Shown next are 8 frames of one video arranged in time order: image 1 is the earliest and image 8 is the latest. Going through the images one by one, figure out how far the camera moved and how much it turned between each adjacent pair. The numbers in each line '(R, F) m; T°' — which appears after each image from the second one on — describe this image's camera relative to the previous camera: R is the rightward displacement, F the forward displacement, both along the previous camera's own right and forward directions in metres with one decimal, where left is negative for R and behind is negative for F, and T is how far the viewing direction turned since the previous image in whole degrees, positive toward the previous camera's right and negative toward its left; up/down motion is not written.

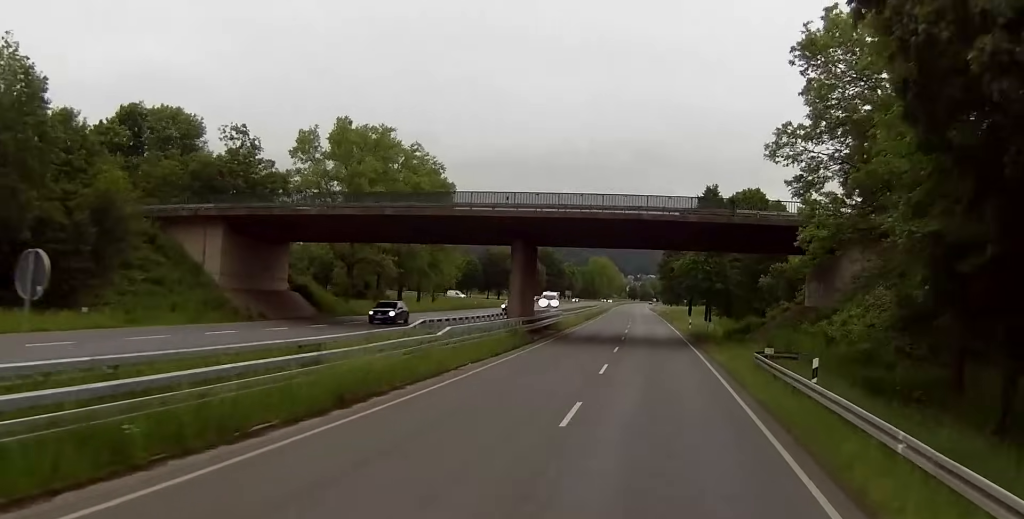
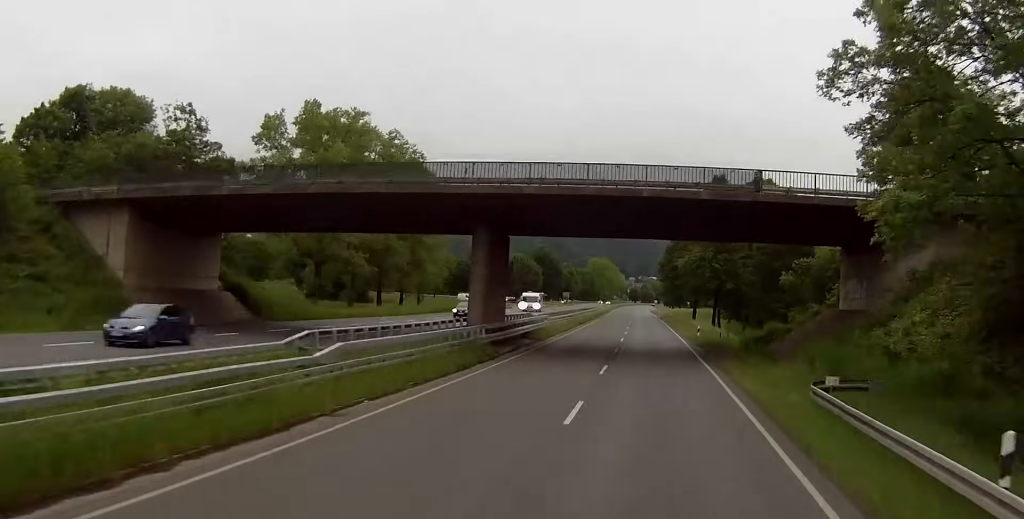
(+0.1, +11.3) m; 0°
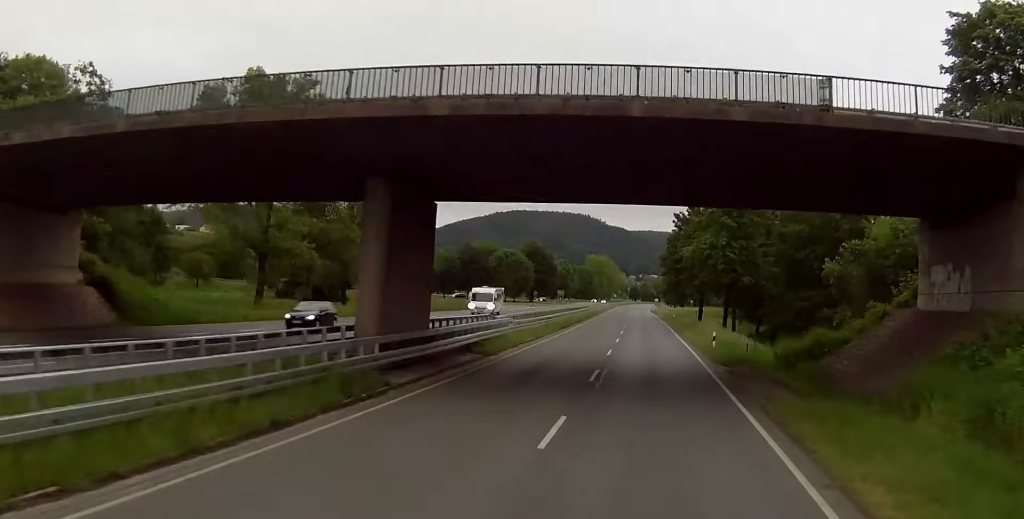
(-0.4, +15.3) m; -1°
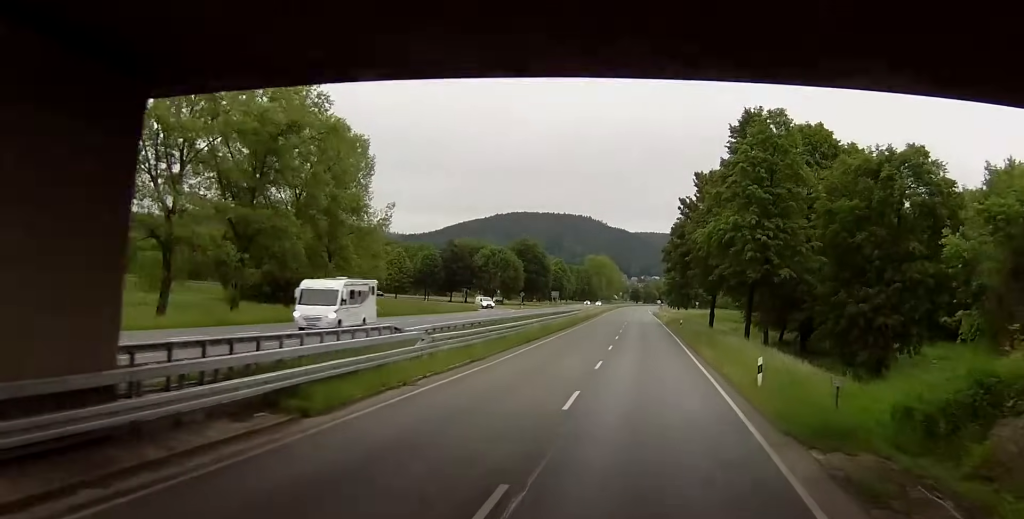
(0.0, +18.8) m; 0°
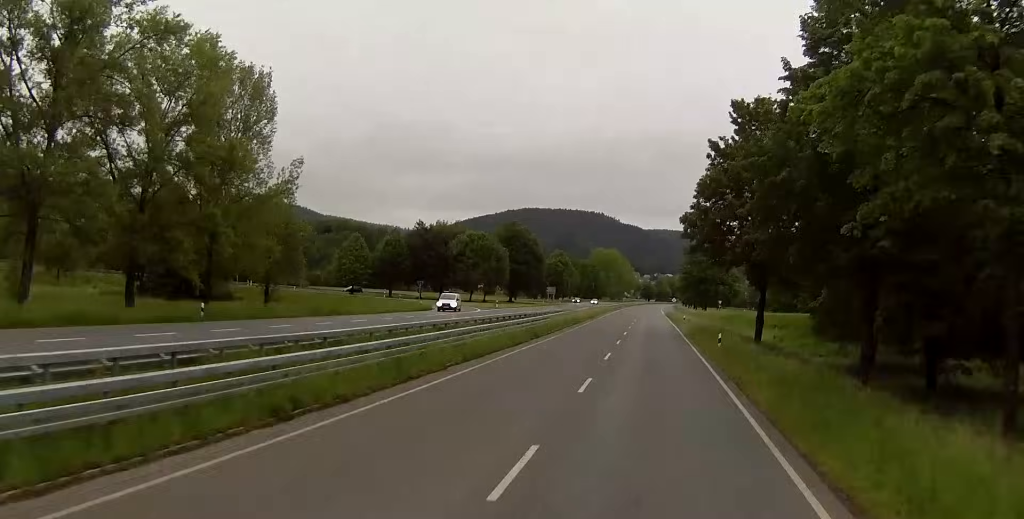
(-0.7, +33.6) m; -2°
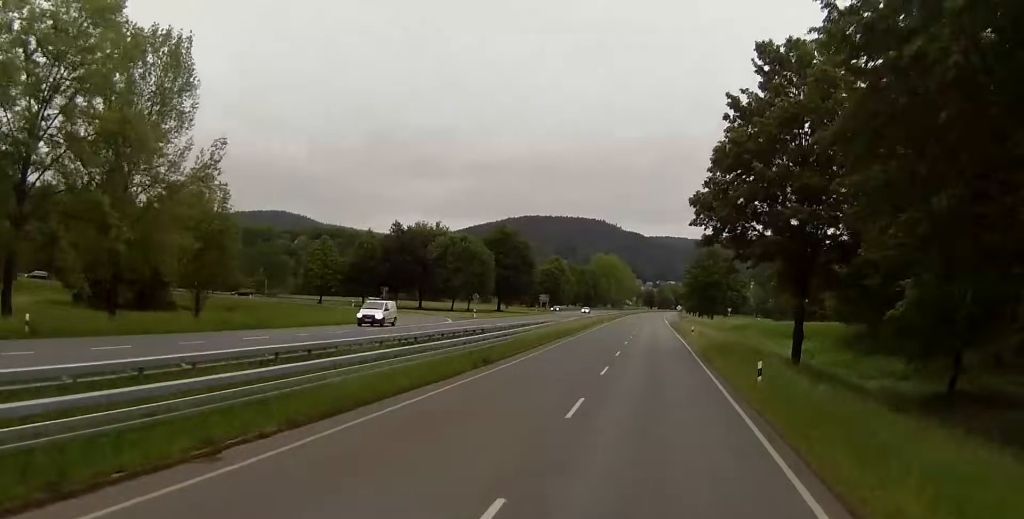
(-0.1, +15.5) m; 0°
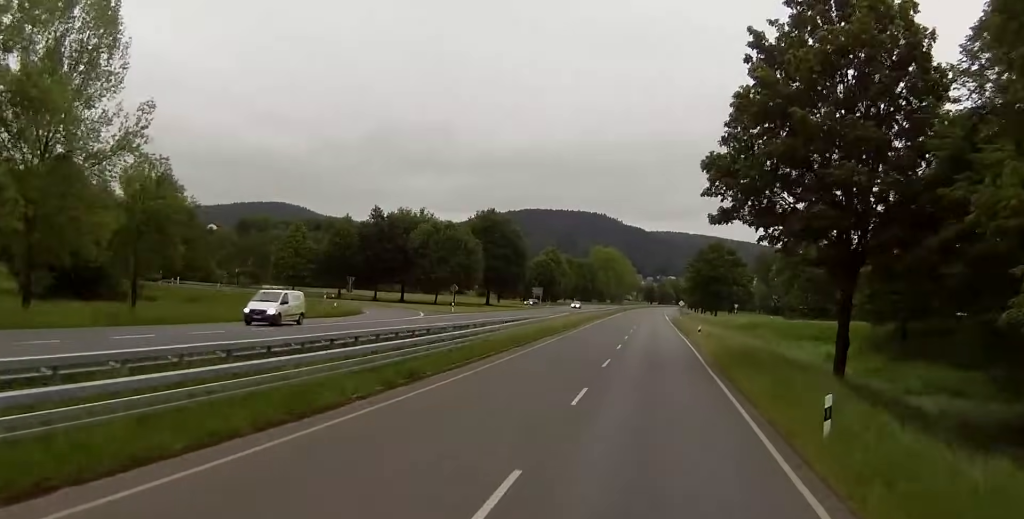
(+0.3, +10.7) m; 0°
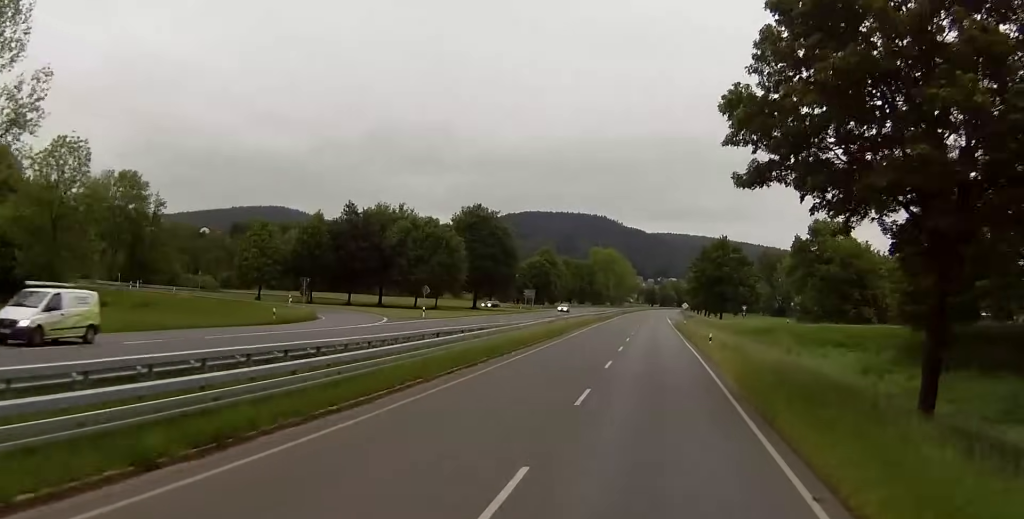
(-0.2, +11.4) m; -1°
